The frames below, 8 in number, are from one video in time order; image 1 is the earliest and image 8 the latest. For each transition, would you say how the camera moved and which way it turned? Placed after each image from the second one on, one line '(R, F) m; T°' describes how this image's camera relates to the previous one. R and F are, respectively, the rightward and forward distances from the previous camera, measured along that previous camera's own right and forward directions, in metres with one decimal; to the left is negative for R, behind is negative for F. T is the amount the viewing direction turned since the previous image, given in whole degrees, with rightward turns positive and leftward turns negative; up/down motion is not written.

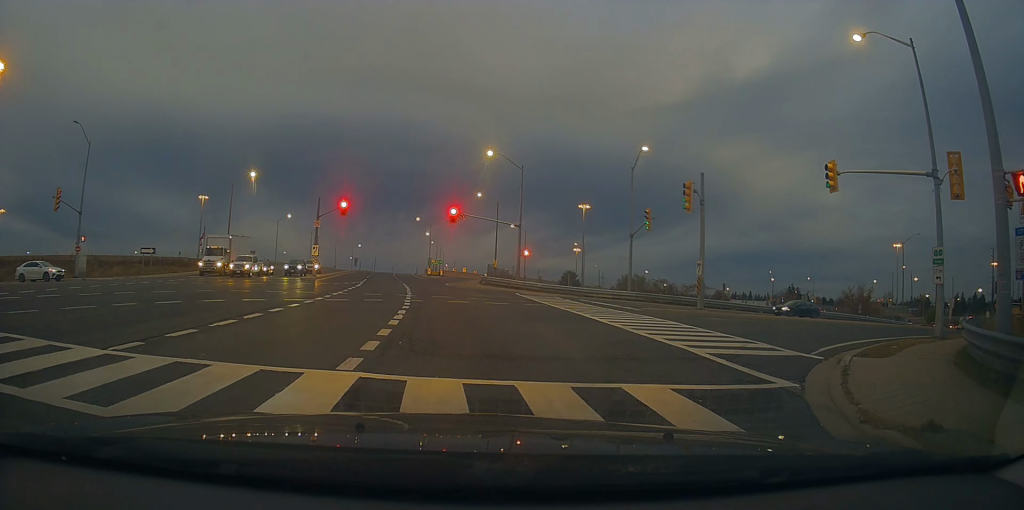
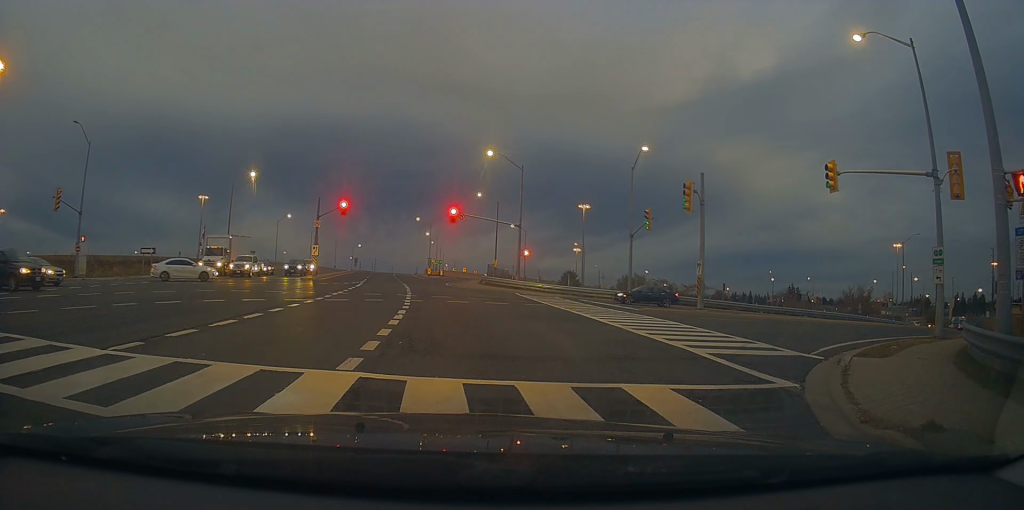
(0.0, 0.0) m; 0°
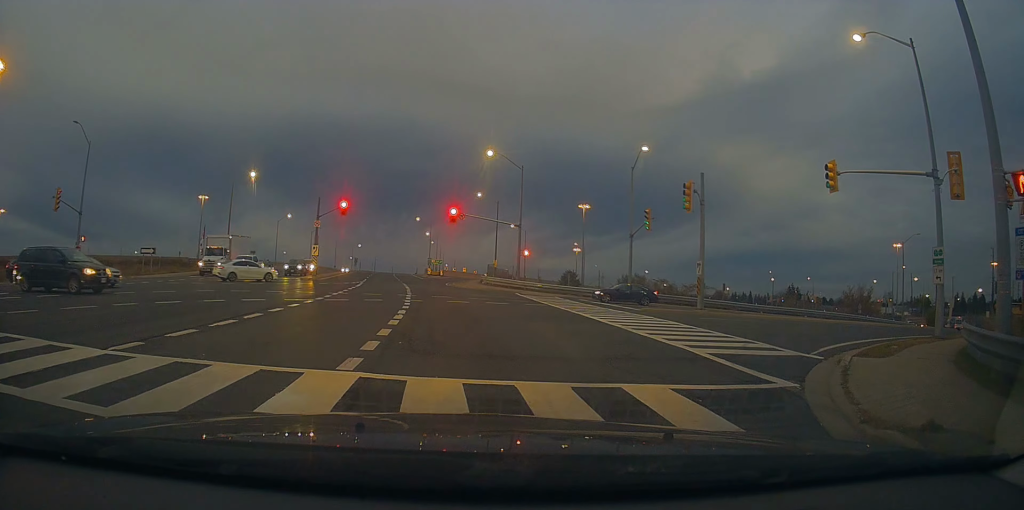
(0.0, 0.0) m; 0°
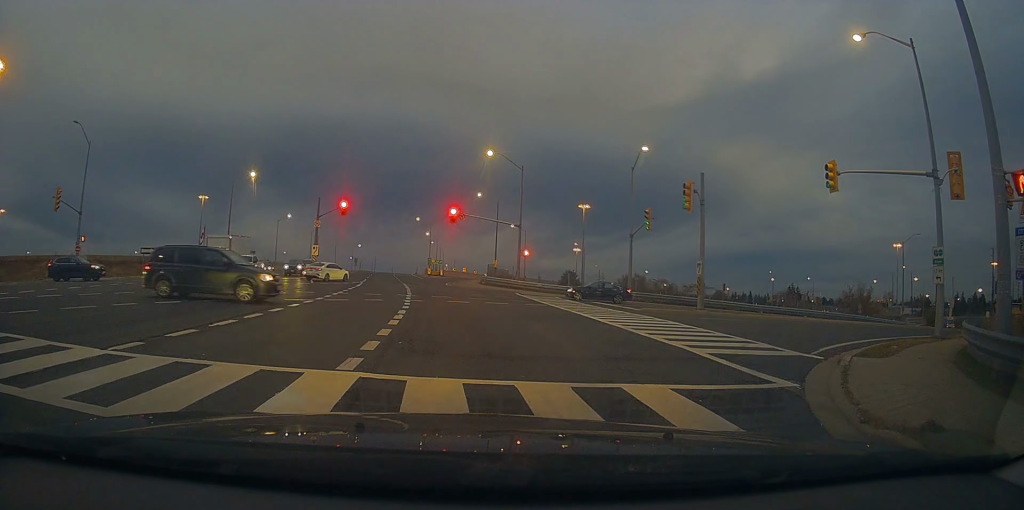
(0.0, 0.0) m; 0°
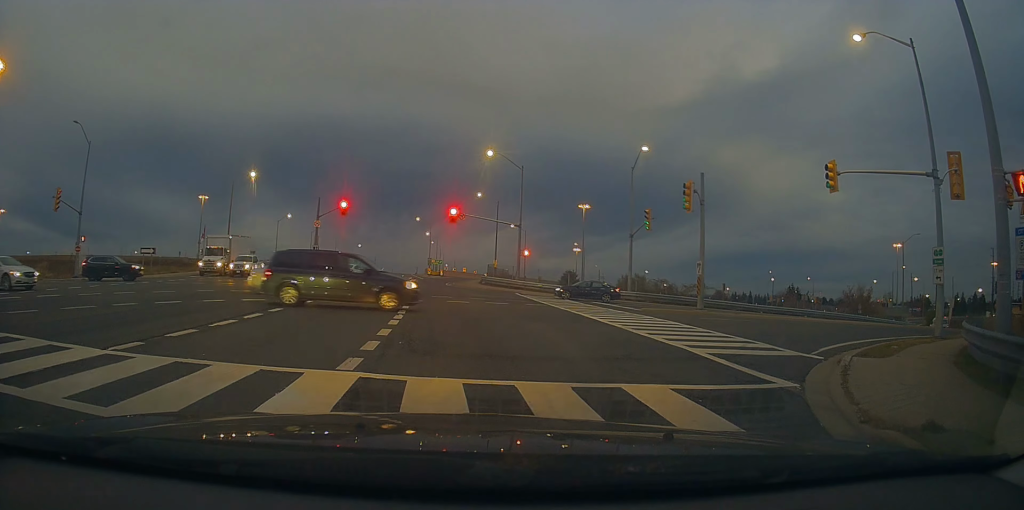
(0.0, 0.0) m; 0°
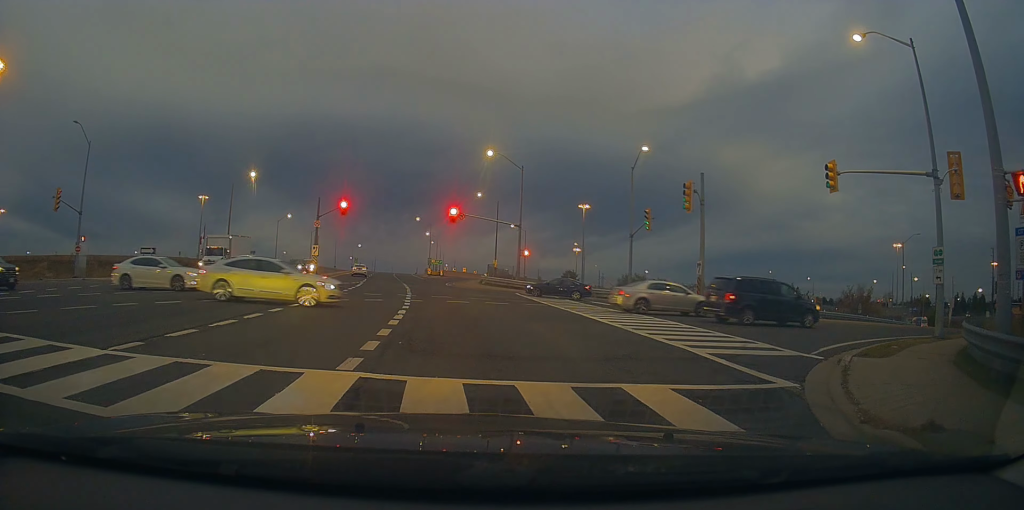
(0.0, 0.0) m; 0°
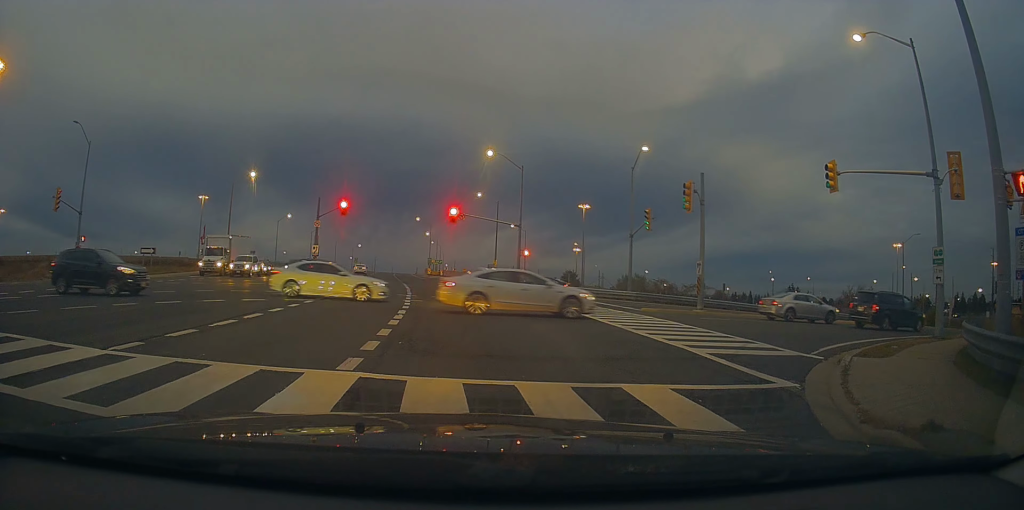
(0.0, 0.0) m; 0°
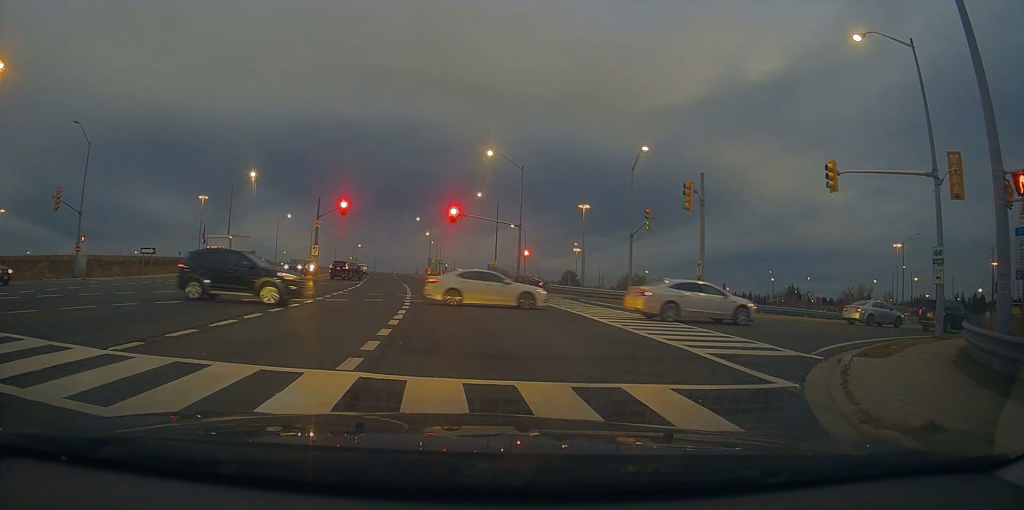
(0.0, 0.0) m; 0°
